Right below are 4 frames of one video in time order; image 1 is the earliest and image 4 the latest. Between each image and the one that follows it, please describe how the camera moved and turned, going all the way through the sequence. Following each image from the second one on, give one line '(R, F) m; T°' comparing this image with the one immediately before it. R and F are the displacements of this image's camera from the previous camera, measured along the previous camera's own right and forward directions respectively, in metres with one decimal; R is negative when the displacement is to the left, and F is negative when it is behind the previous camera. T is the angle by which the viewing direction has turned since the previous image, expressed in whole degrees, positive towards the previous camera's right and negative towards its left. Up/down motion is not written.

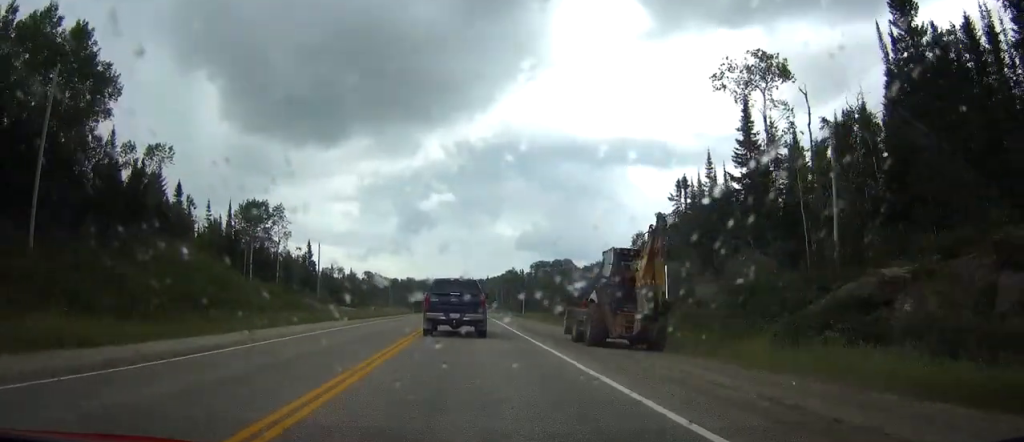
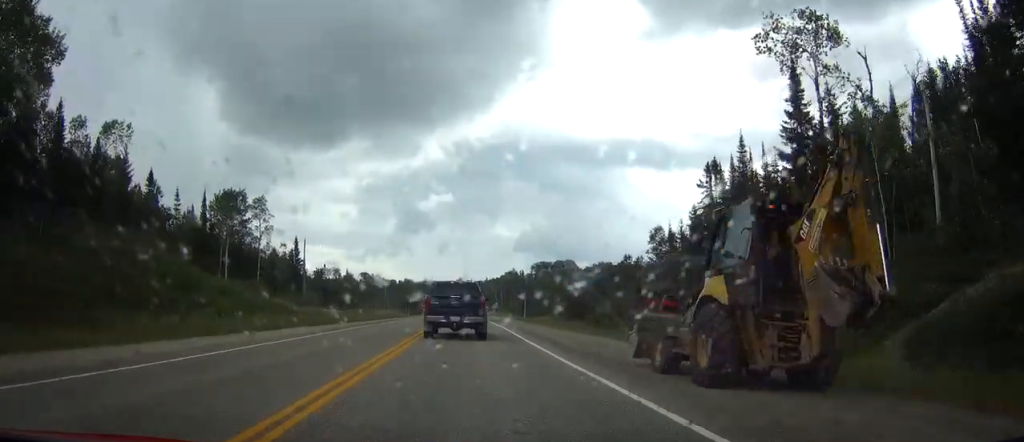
(0.0, +9.6) m; 0°
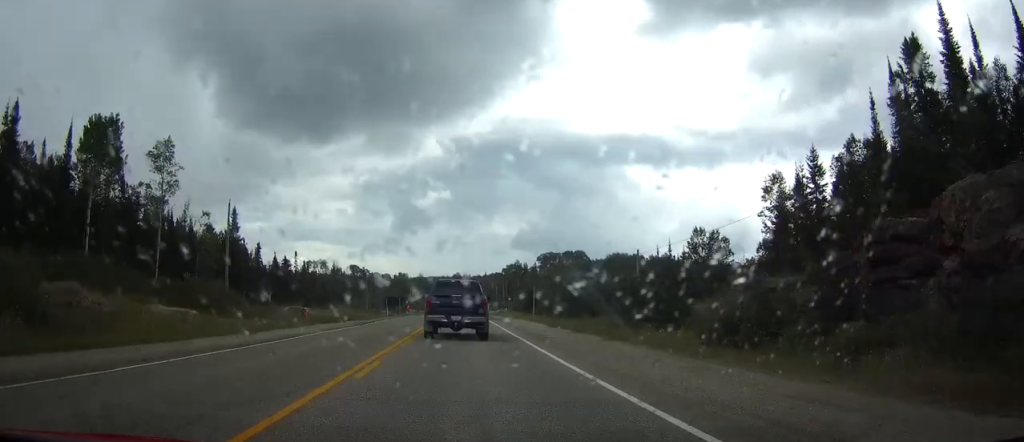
(+0.1, +32.4) m; 0°
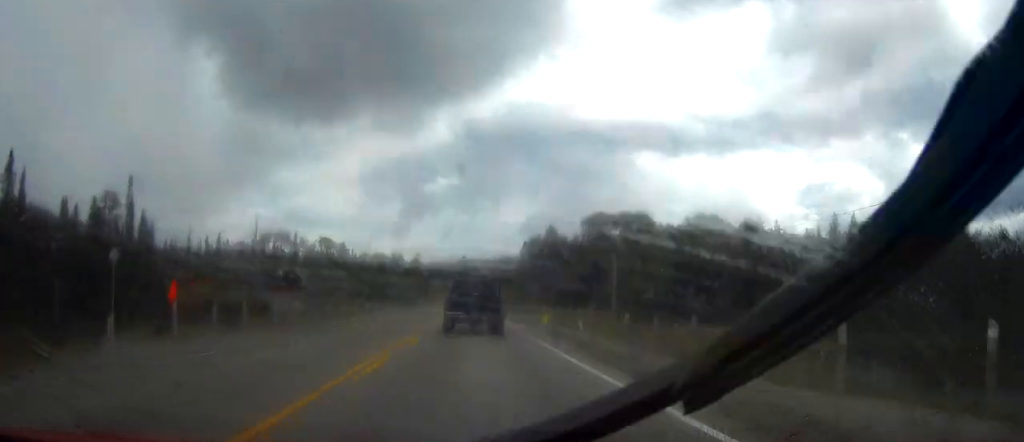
(-0.6, +90.1) m; -1°
